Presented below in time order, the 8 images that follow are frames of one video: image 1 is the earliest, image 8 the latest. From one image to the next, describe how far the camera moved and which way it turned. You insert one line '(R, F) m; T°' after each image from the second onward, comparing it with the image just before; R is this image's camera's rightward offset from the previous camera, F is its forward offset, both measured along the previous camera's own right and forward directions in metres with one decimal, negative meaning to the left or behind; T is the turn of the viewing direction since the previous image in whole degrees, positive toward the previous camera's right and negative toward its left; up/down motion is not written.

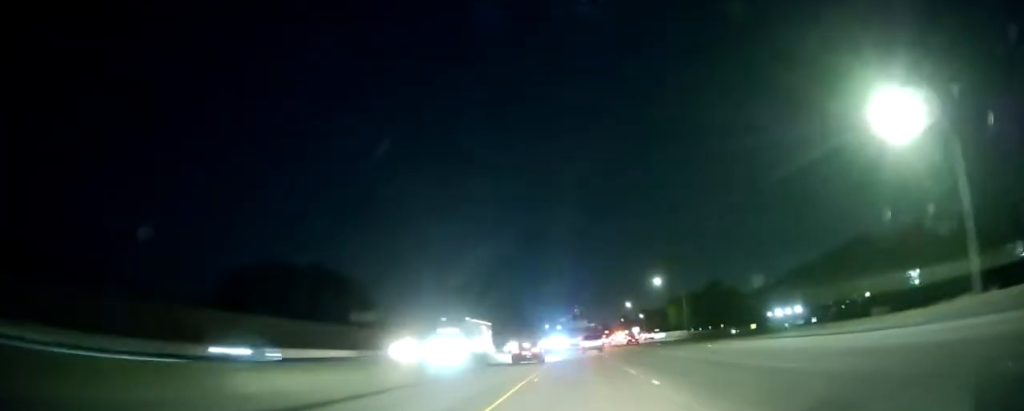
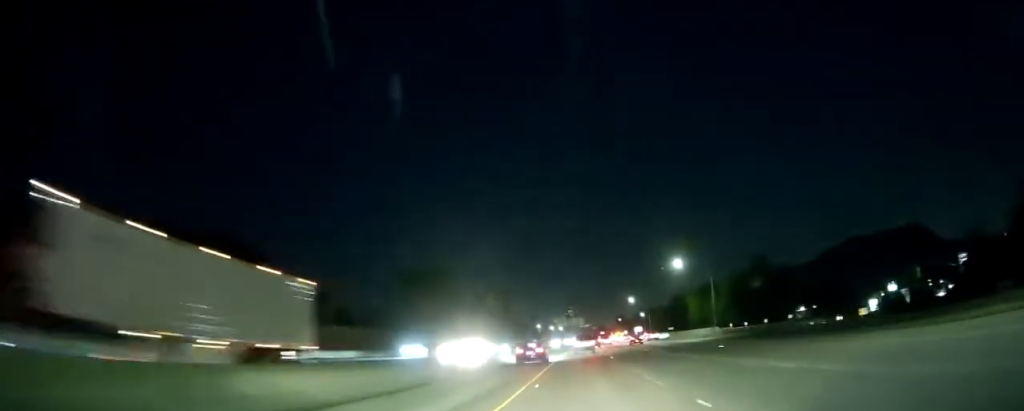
(+0.7, +31.7) m; +2°
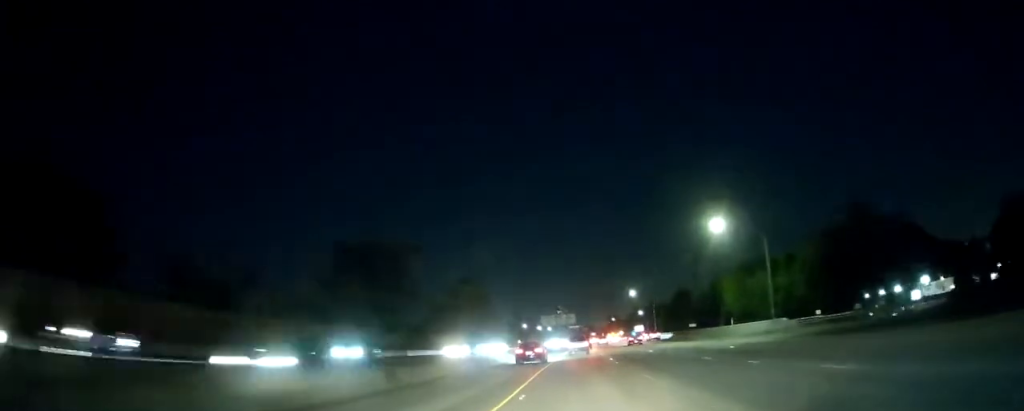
(+0.3, +33.8) m; 0°
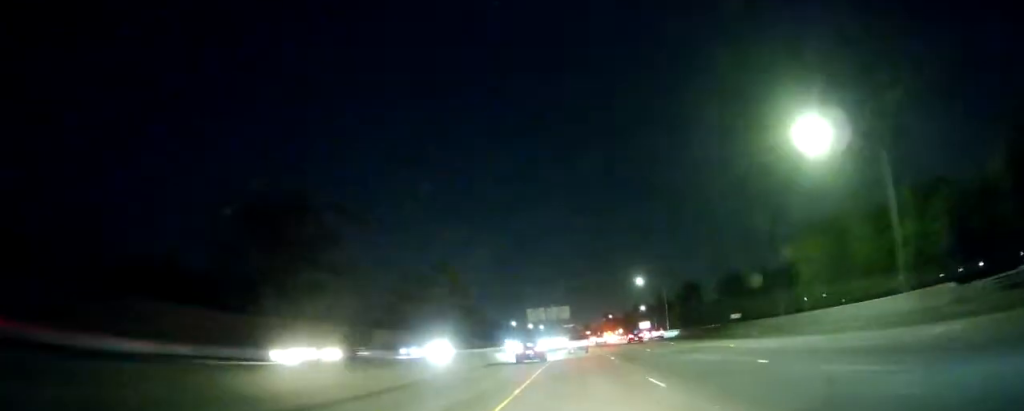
(-0.3, +30.1) m; 0°
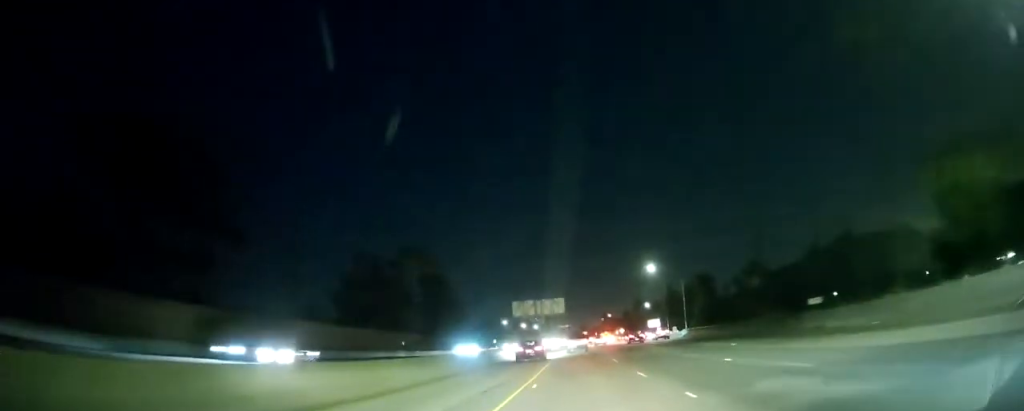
(+0.3, +24.2) m; +1°
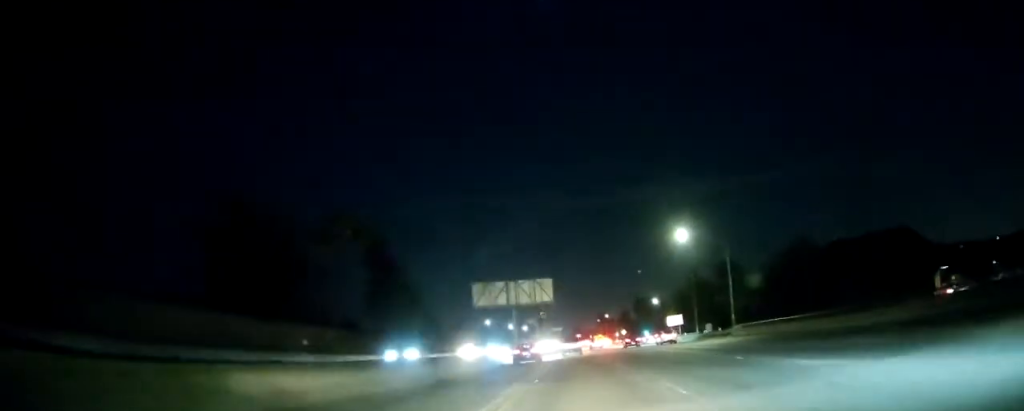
(+0.4, +36.3) m; +1°
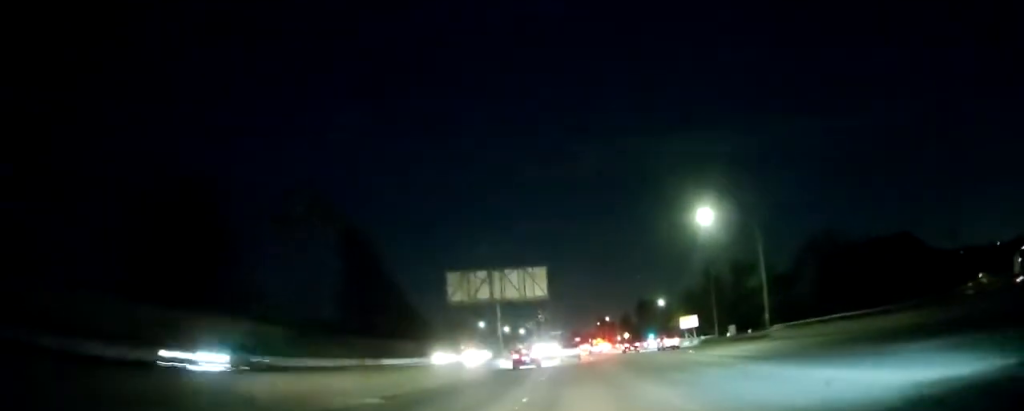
(-0.1, +14.3) m; 0°
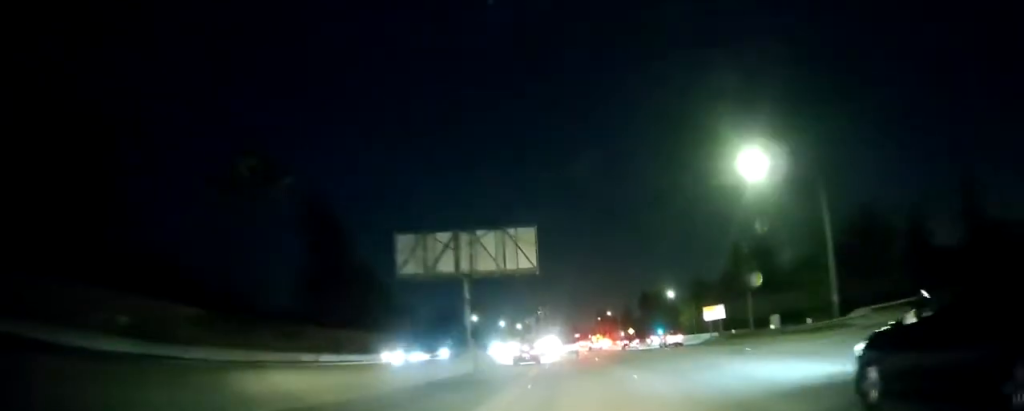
(+0.2, +16.0) m; 0°
